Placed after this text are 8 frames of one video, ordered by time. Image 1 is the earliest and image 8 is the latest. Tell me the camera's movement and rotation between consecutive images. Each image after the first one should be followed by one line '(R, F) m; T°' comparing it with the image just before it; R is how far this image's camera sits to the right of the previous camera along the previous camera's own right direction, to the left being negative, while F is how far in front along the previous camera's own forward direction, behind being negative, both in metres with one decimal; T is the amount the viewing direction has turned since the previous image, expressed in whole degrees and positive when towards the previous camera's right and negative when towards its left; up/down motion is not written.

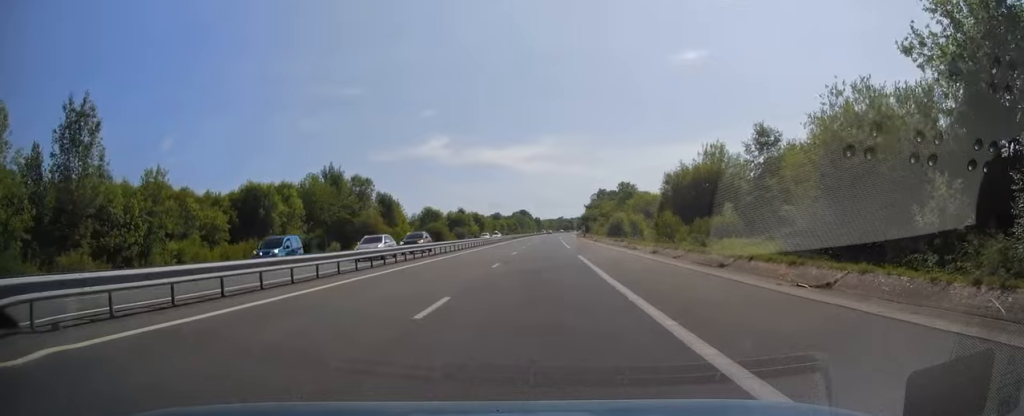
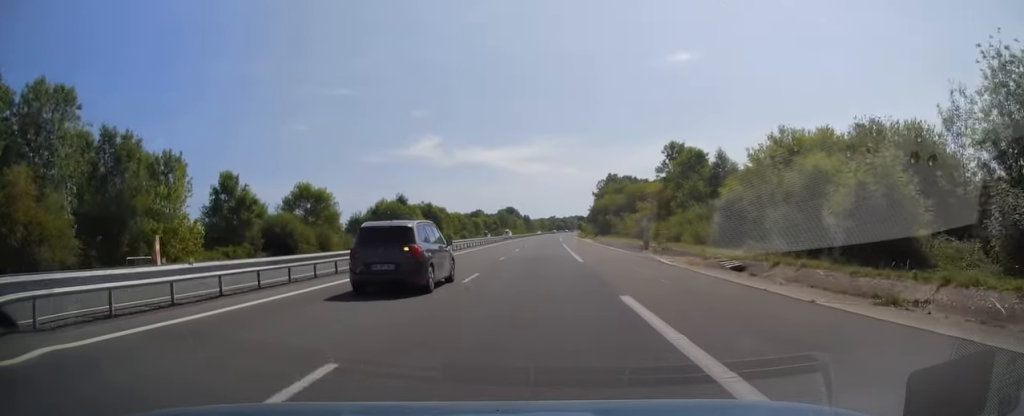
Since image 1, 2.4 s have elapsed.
(+1.4, +71.4) m; +1°
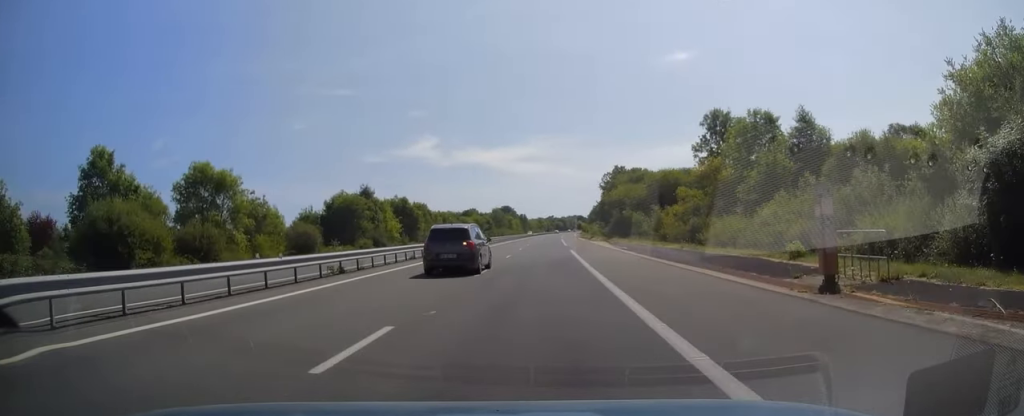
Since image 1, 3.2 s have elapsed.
(-0.3, +23.4) m; -1°
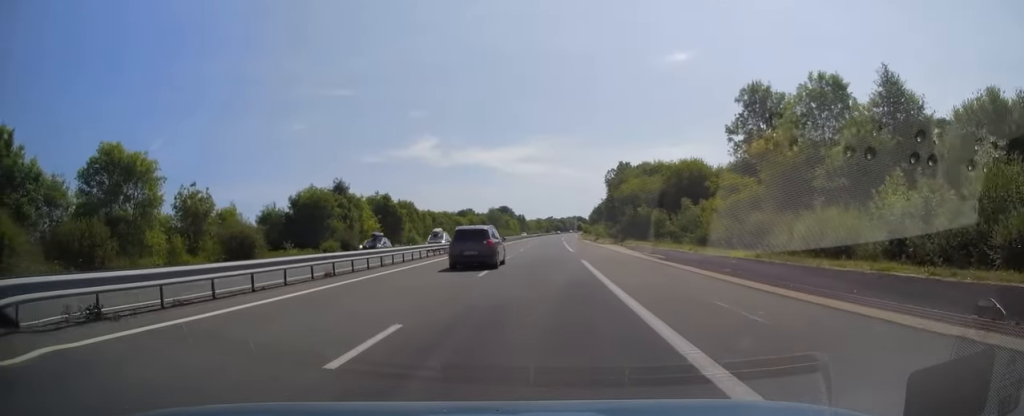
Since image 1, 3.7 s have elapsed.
(0.0, +12.7) m; 0°
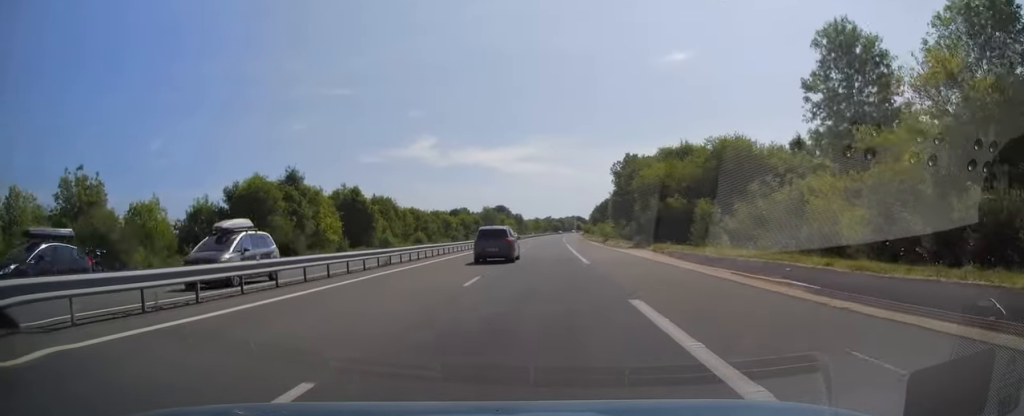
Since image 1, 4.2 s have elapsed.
(-0.1, +16.6) m; +1°
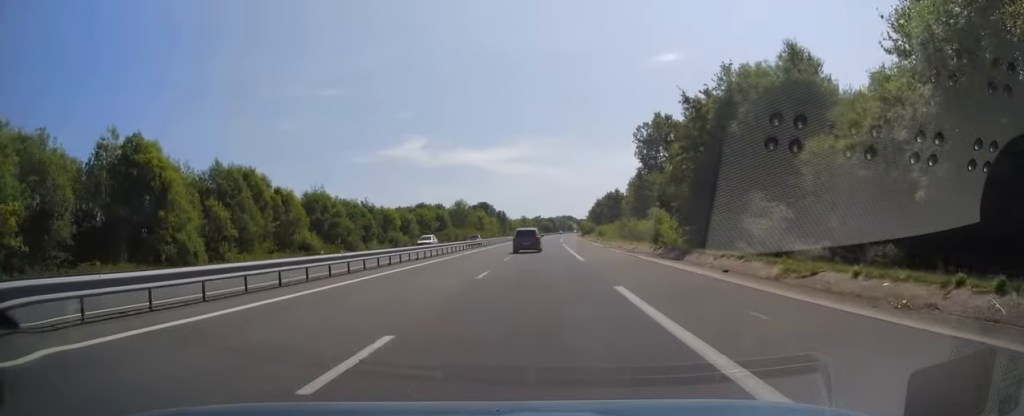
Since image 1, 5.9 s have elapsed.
(+1.1, +48.8) m; +2°
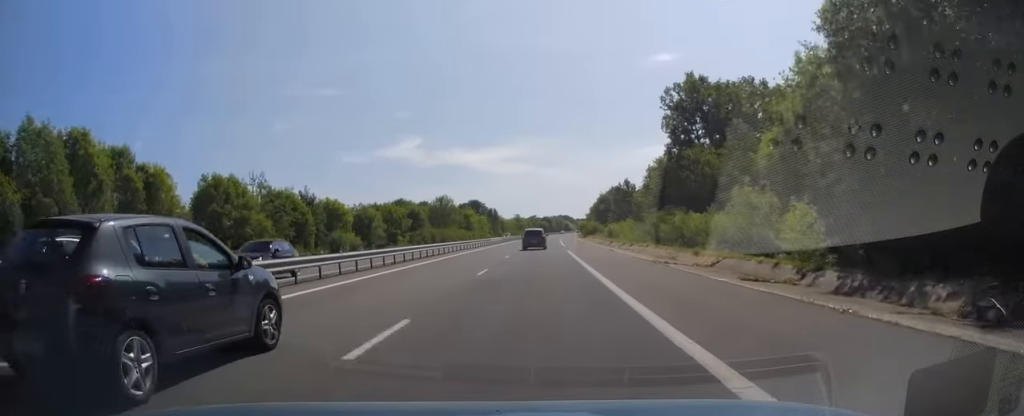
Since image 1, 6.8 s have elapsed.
(+0.1, +23.9) m; 0°
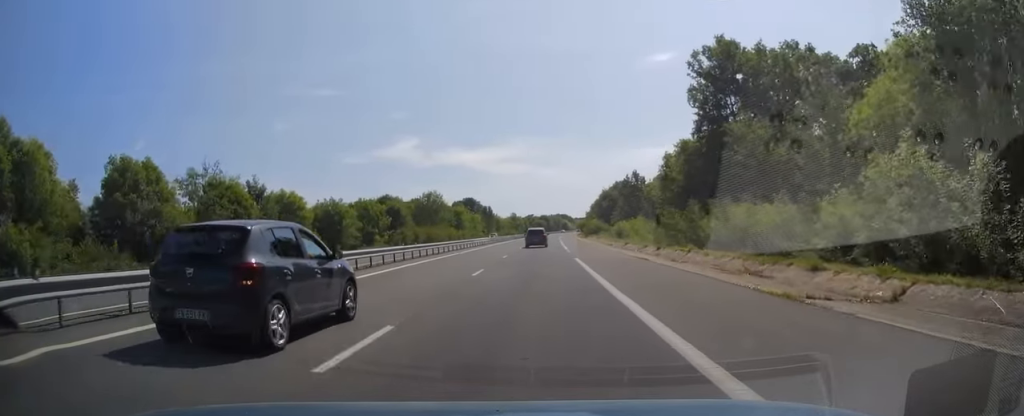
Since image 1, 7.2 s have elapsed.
(-0.1, +13.2) m; 0°
